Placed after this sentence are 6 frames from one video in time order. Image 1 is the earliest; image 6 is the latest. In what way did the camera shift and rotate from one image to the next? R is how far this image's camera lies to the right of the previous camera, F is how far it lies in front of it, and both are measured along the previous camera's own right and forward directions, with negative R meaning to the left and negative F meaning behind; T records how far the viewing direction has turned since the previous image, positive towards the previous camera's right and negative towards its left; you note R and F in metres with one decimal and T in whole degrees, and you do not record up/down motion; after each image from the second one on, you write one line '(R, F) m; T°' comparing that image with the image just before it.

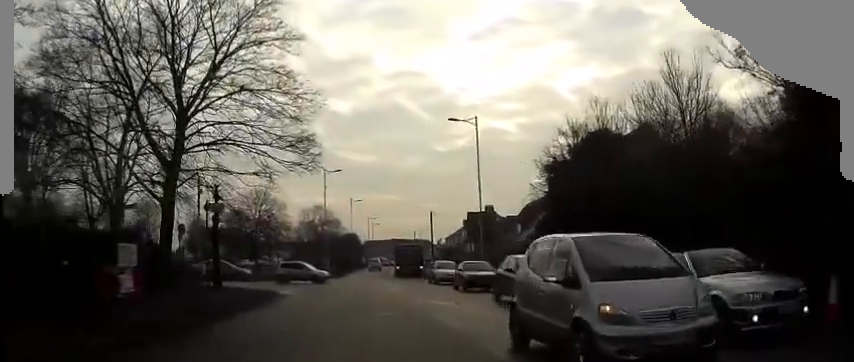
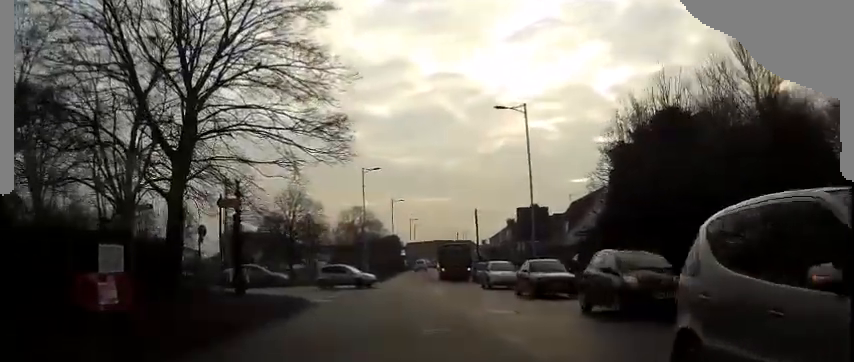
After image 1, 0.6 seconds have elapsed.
(-0.1, +3.2) m; -1°
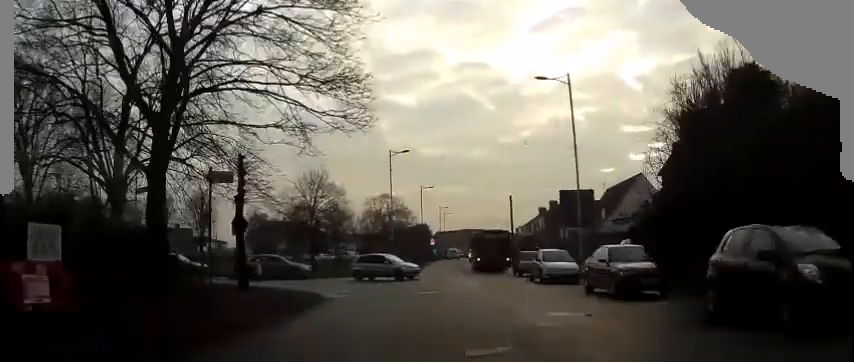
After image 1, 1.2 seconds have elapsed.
(-0.1, +3.5) m; -1°
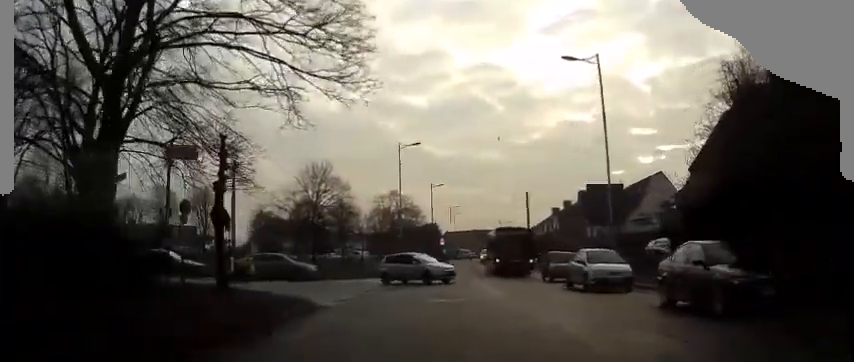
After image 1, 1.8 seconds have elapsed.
(0.0, +3.5) m; 0°
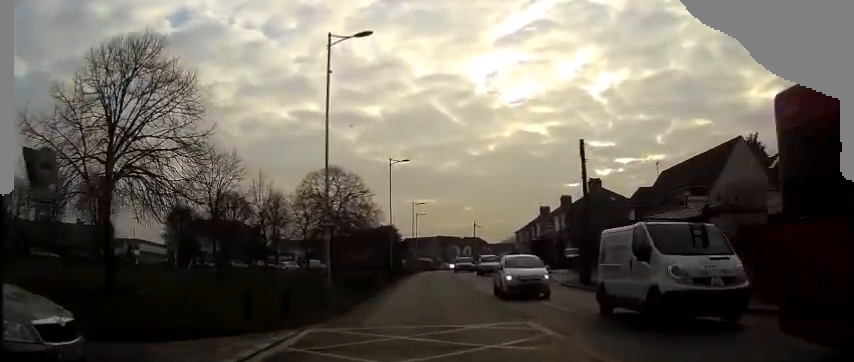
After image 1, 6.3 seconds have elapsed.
(-0.2, +29.7) m; +1°
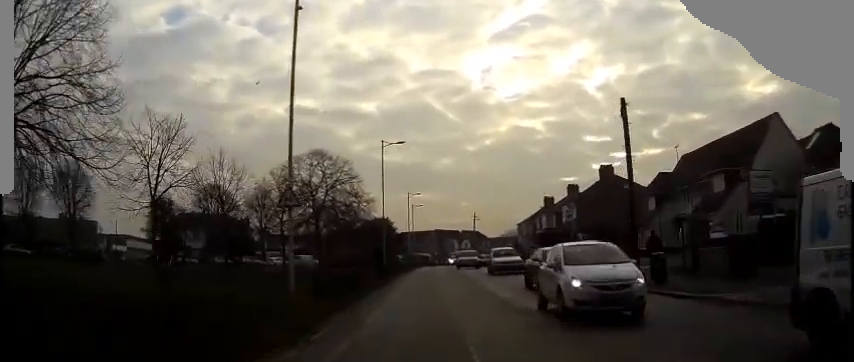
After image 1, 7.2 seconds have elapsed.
(0.0, +6.7) m; 0°
